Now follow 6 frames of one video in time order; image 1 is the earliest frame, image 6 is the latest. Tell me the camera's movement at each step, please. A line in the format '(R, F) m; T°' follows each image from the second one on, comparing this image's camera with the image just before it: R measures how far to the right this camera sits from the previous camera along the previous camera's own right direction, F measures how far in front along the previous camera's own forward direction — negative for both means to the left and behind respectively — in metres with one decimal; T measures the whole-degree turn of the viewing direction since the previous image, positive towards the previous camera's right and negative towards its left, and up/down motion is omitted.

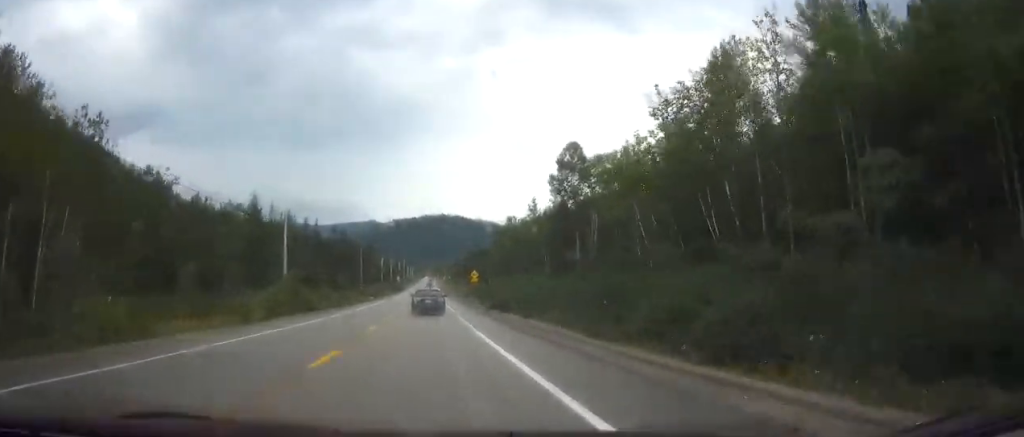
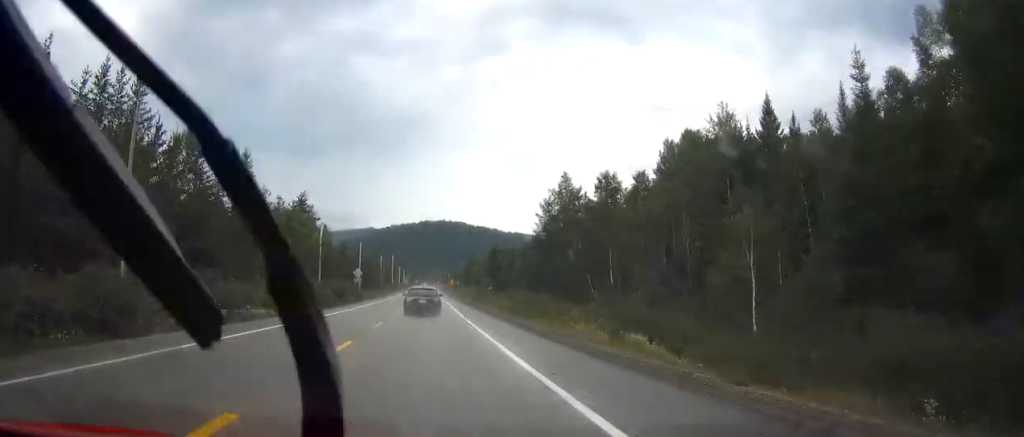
(-0.1, +106.5) m; 0°
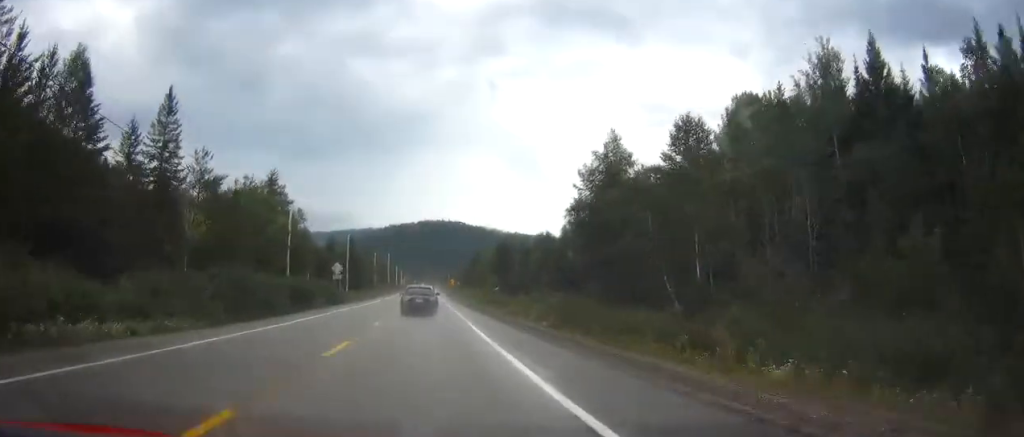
(0.0, +17.9) m; 0°
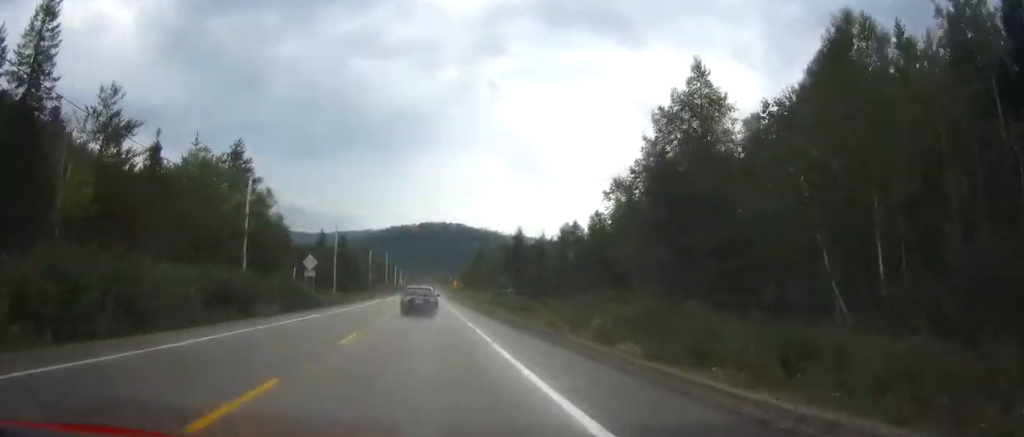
(+0.1, +15.8) m; 0°
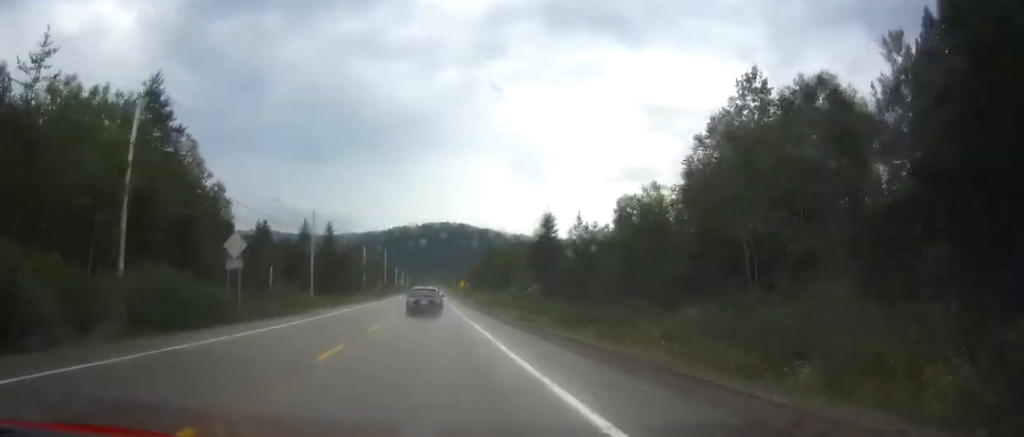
(0.0, +21.3) m; 0°
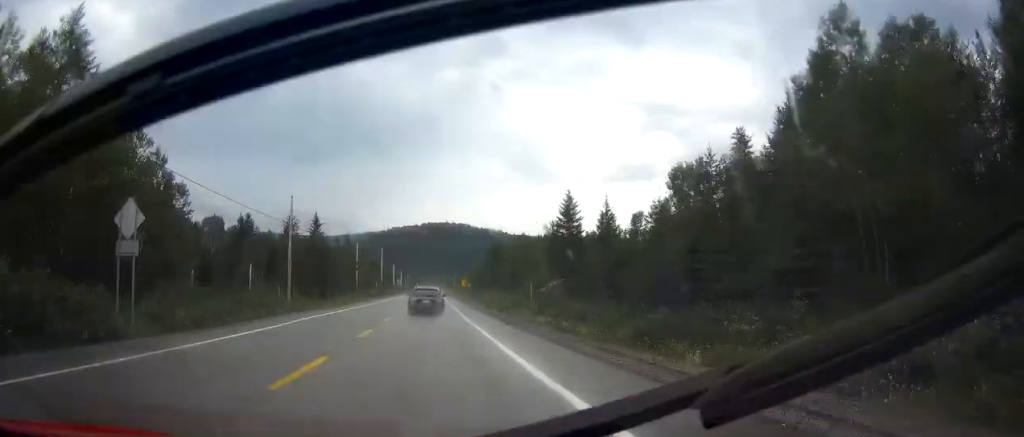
(0.0, +11.9) m; 0°
